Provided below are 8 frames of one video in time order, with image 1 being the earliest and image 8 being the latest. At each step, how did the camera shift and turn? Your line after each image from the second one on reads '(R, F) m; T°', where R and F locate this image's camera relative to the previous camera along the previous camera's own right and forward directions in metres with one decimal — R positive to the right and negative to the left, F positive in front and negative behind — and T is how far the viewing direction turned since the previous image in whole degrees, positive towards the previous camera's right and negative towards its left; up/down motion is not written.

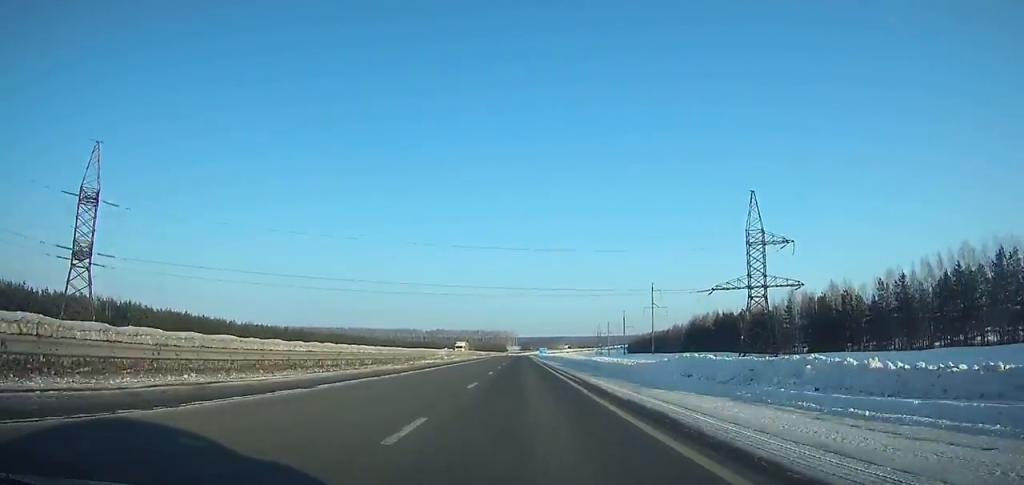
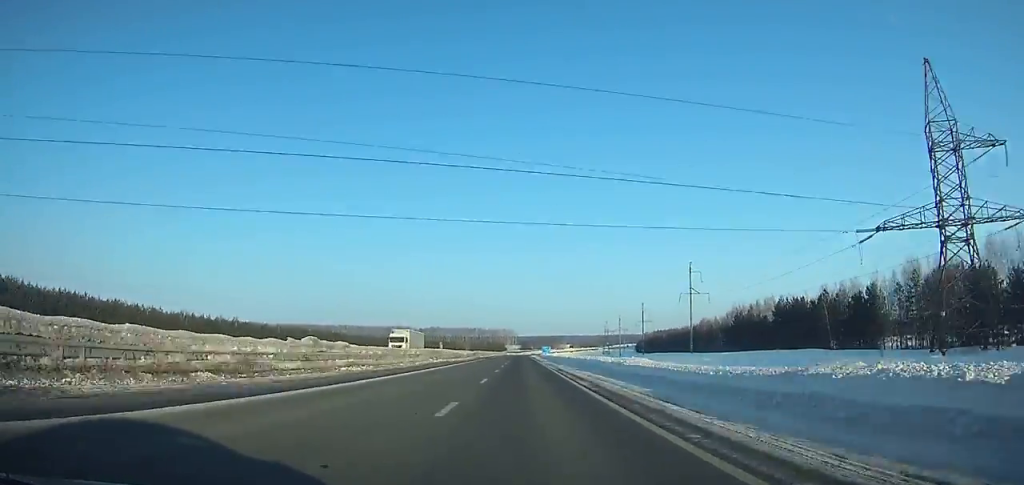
(0.0, +45.0) m; 0°
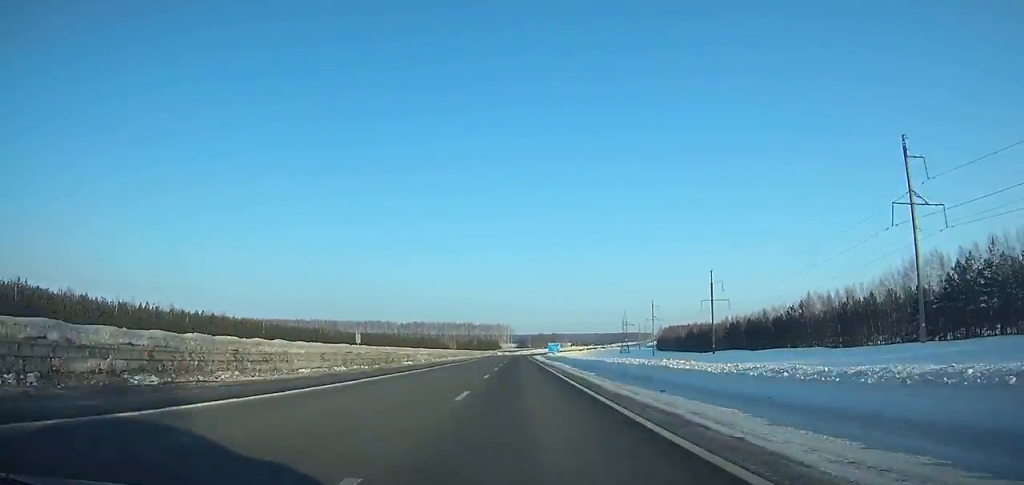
(+0.2, +93.1) m; 0°
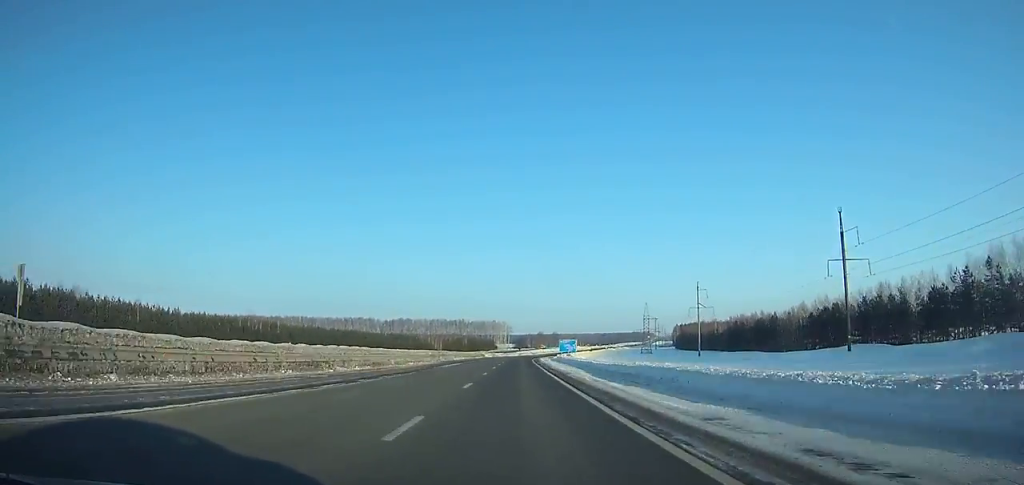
(+0.1, +66.5) m; +1°
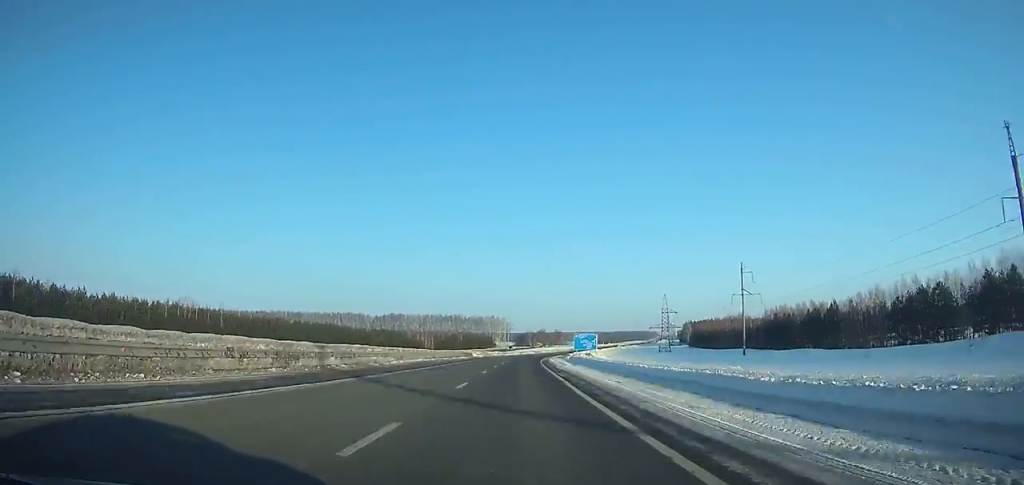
(-0.2, +37.2) m; +1°
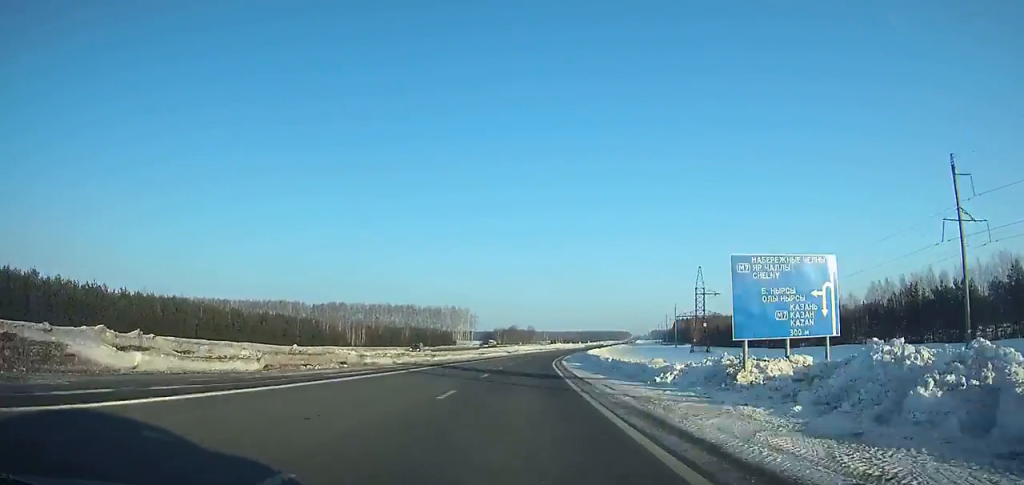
(+1.6, +86.6) m; +4°
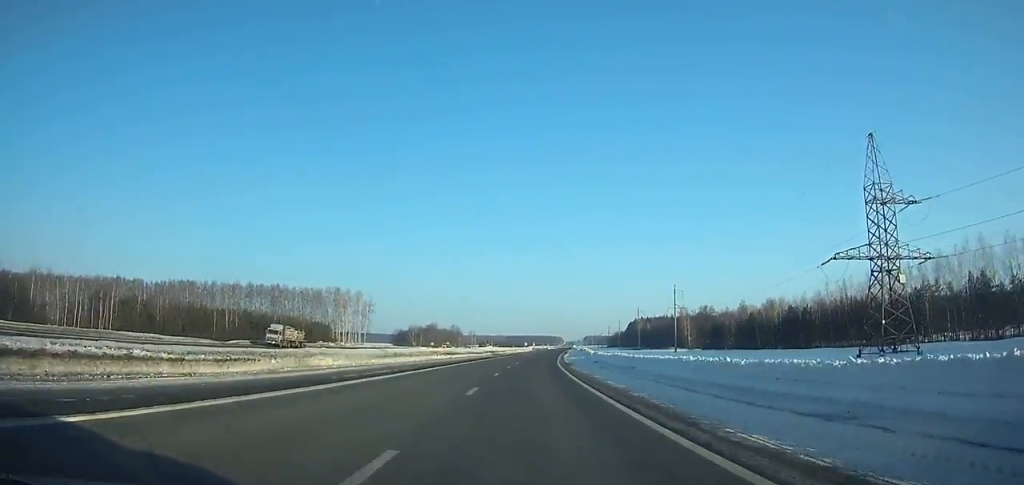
(+7.6, +117.8) m; +6°
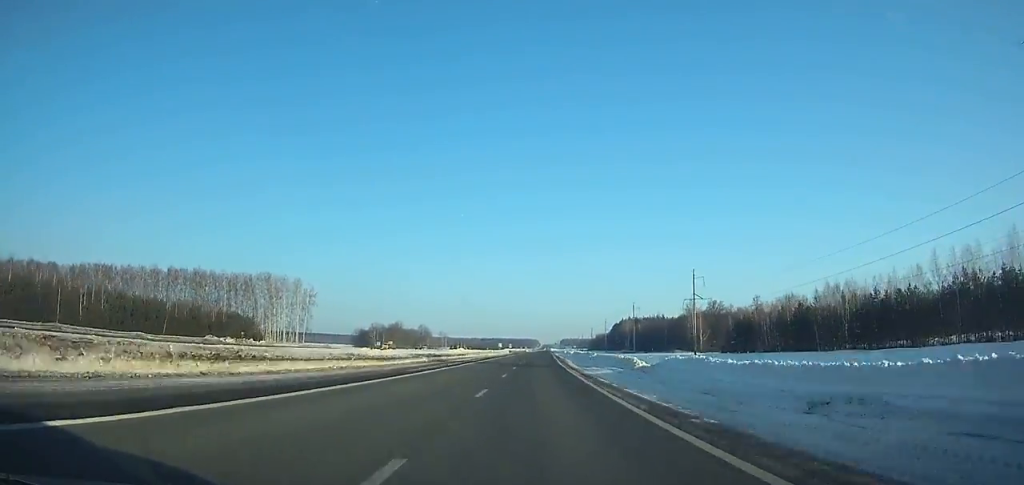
(+0.6, +48.1) m; +2°
